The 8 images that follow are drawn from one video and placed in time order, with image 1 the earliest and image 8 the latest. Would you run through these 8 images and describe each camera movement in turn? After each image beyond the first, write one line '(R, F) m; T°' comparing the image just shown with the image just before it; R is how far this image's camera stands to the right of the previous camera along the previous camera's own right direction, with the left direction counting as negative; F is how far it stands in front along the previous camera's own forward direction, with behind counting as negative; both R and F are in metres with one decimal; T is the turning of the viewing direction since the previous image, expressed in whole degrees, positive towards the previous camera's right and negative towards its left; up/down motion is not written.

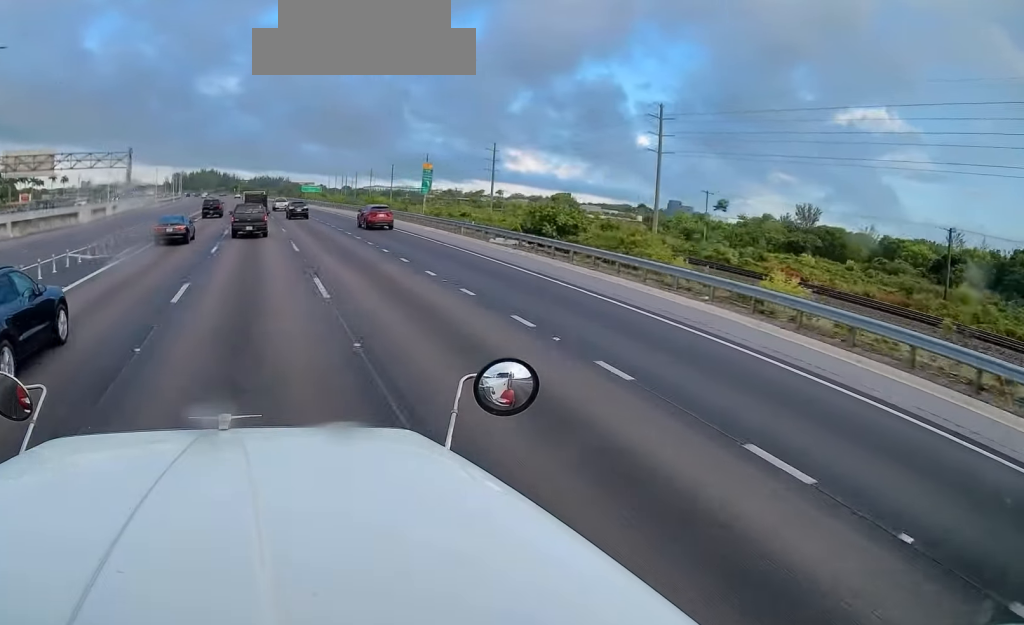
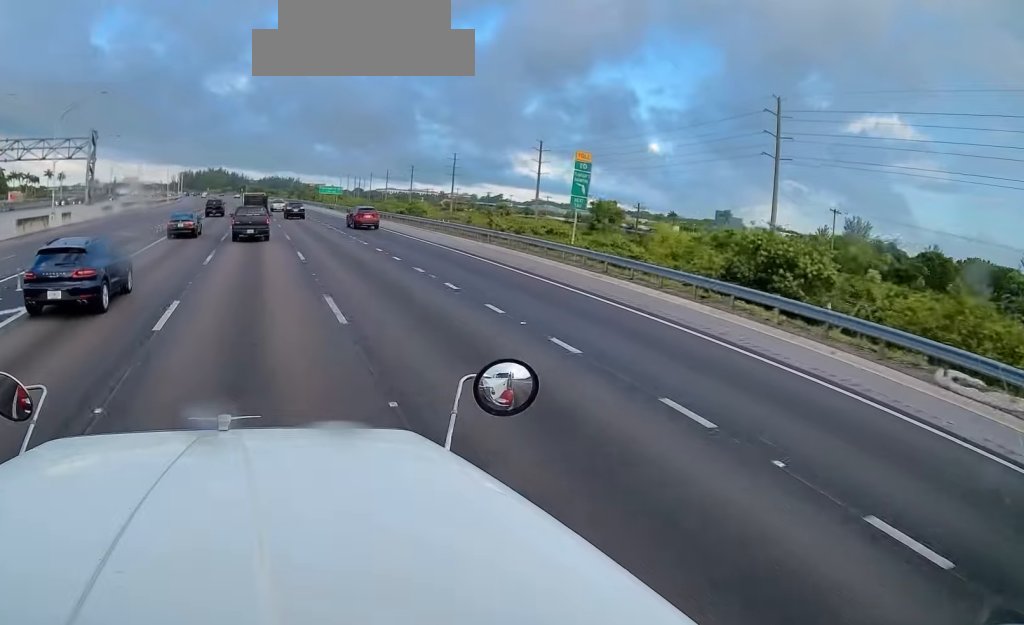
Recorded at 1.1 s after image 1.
(-0.6, +27.7) m; -1°
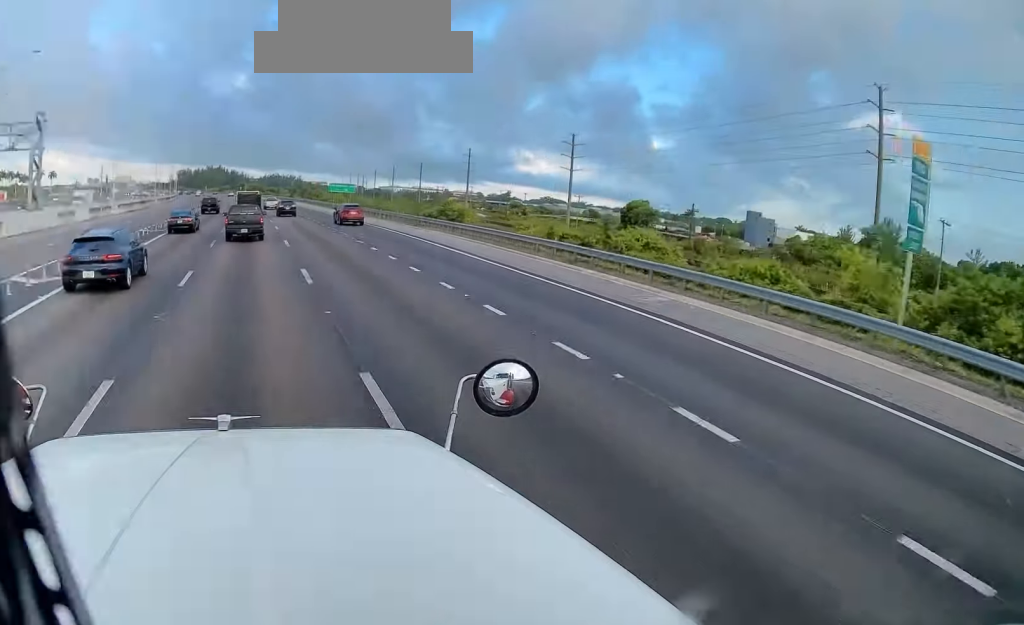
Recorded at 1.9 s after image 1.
(0.0, +18.7) m; 0°
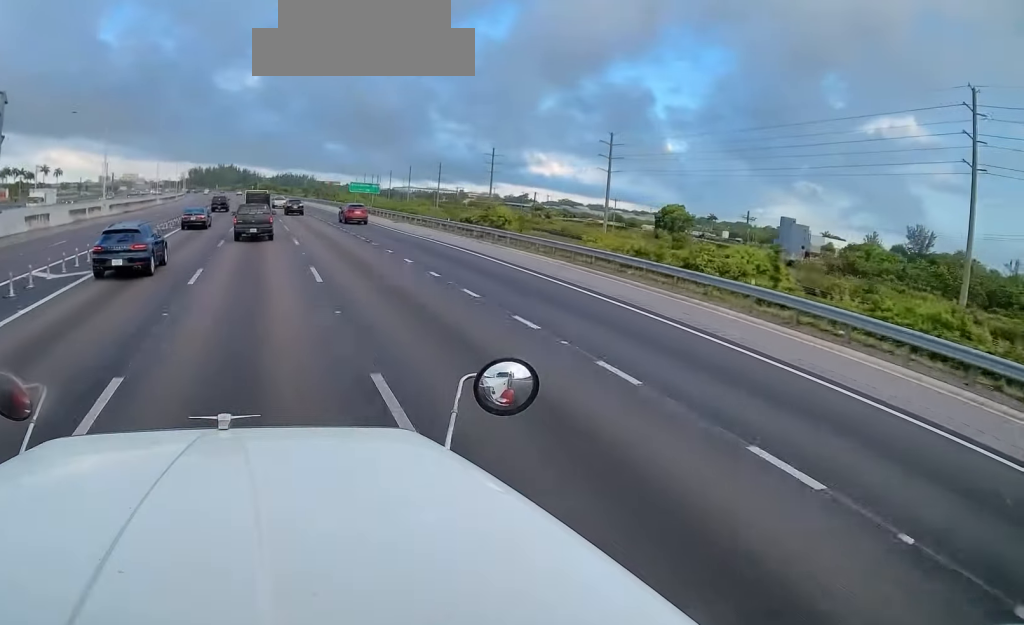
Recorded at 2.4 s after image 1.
(+0.1, +12.2) m; 0°
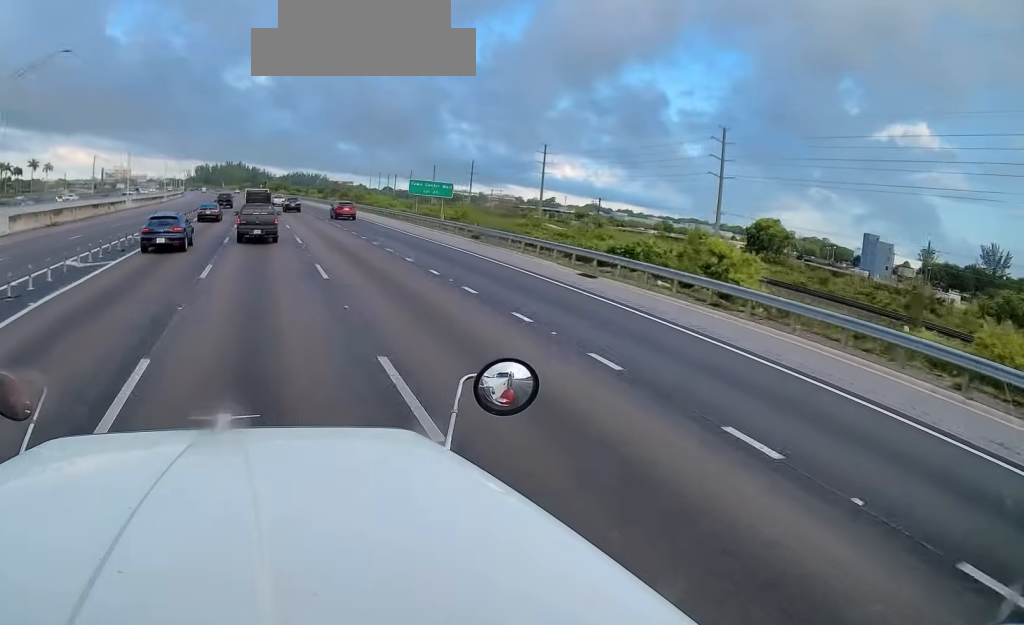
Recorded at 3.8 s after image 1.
(-0.5, +35.0) m; -2°
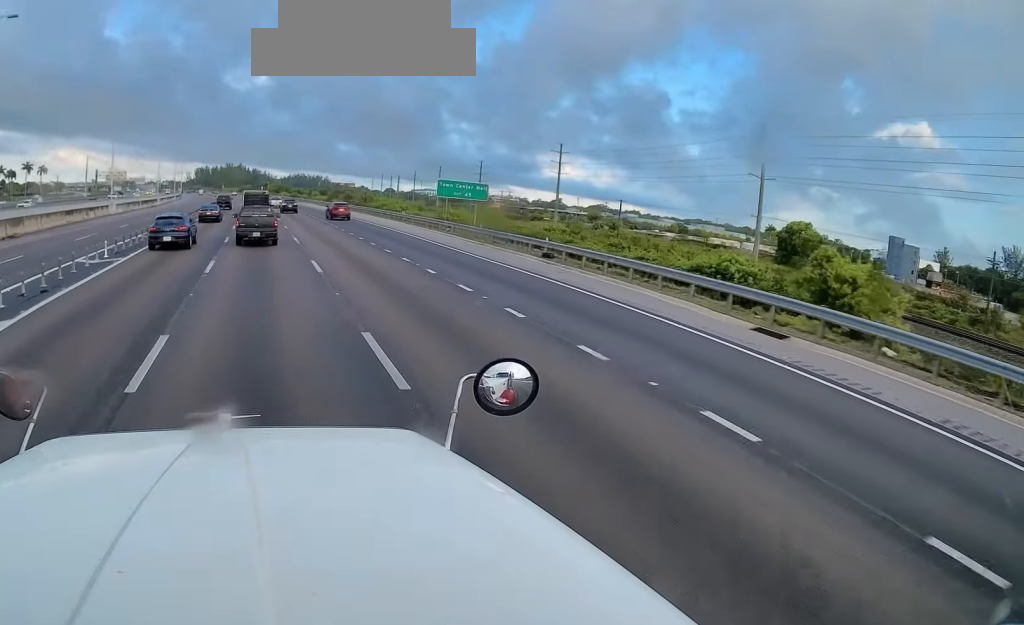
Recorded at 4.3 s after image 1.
(-0.1, +10.6) m; 0°
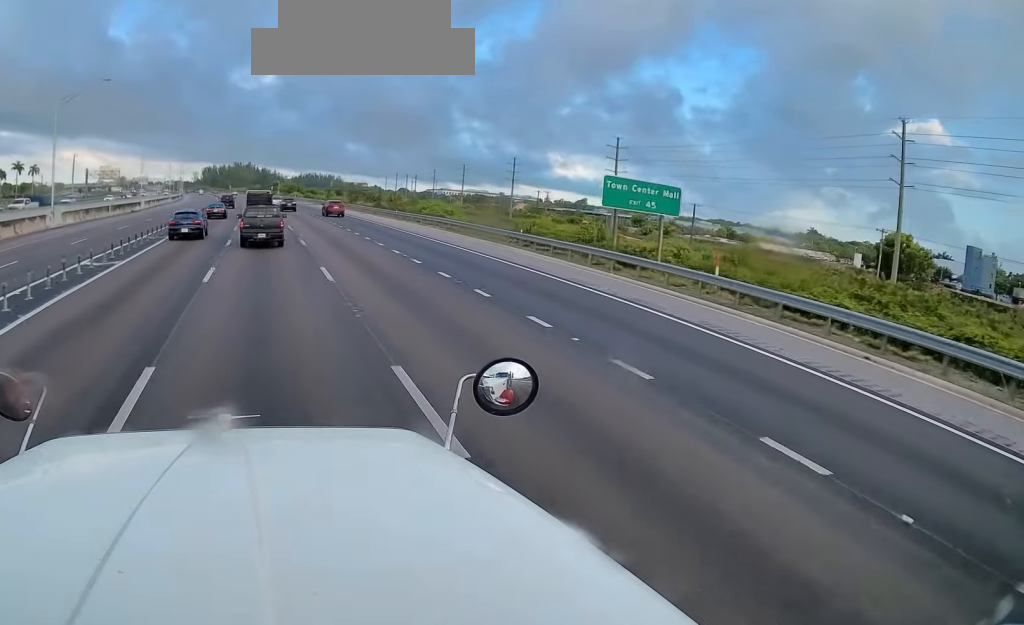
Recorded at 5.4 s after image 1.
(-0.2, +26.8) m; 0°
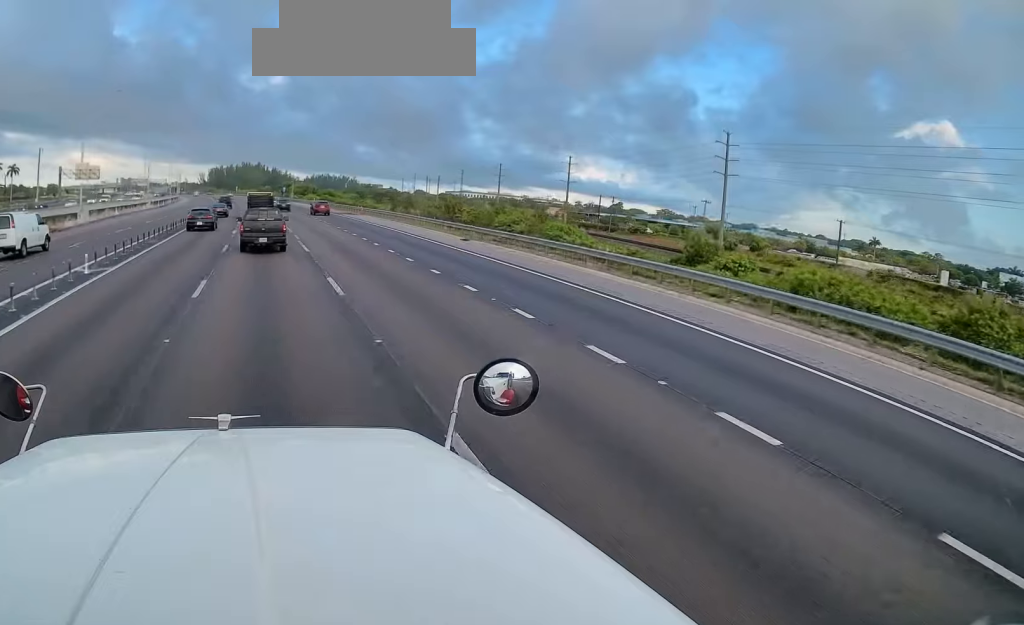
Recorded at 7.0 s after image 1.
(+0.3, +39.9) m; 0°
